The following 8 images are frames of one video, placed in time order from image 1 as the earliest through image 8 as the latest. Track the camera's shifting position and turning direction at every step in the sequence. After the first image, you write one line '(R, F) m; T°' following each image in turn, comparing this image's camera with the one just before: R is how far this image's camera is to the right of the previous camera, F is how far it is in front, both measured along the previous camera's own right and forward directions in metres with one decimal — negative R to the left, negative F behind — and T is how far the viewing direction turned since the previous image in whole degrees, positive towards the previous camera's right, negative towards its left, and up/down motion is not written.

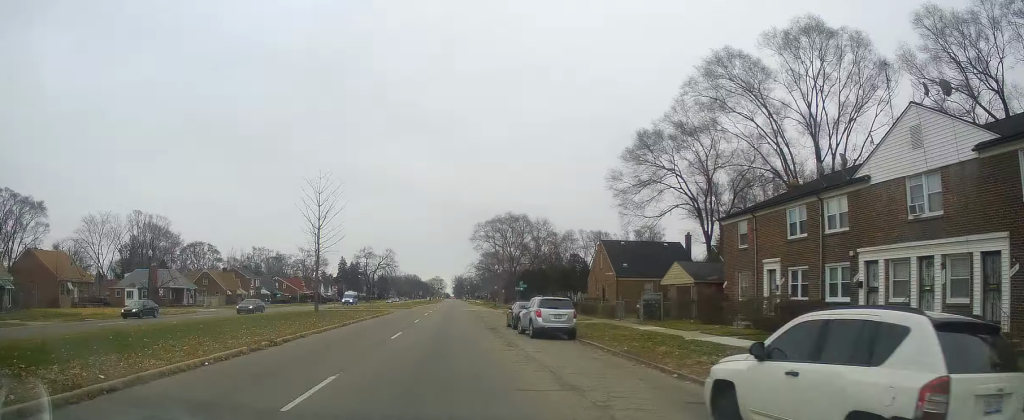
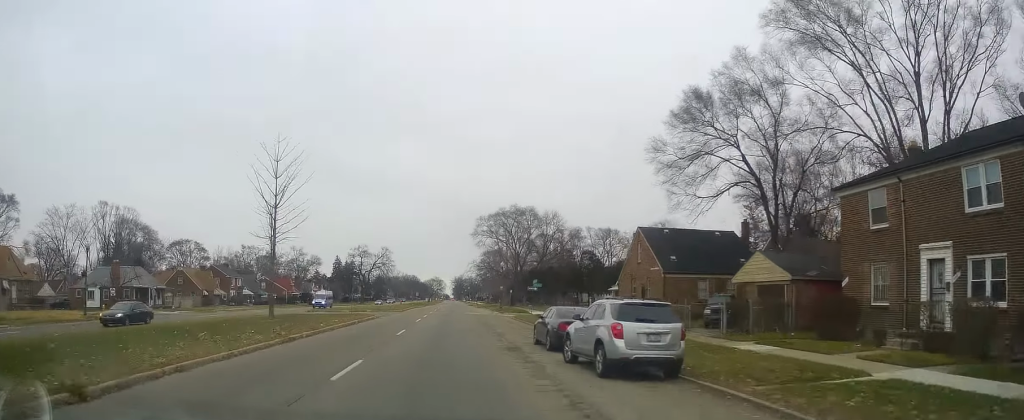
(0.0, +11.8) m; +1°
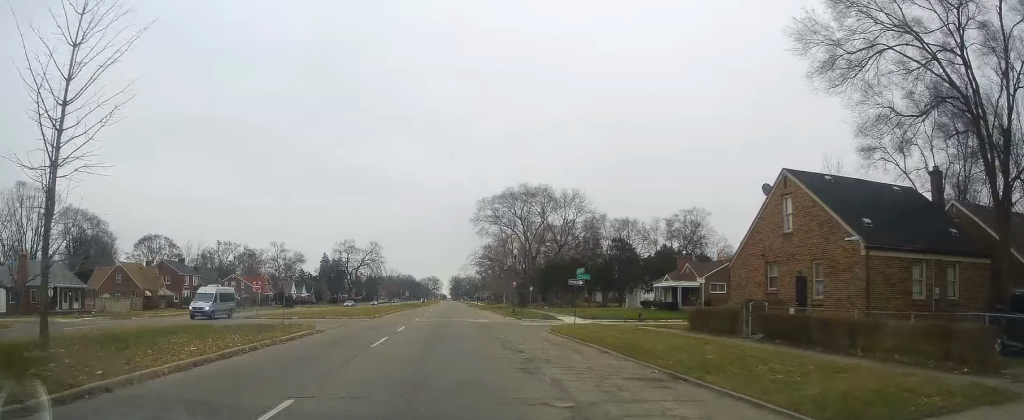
(+0.5, +21.1) m; 0°
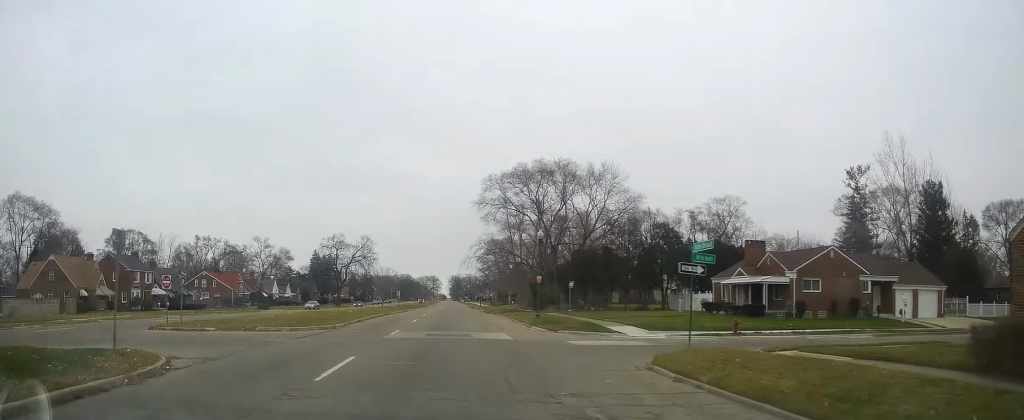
(-0.4, +17.4) m; 0°
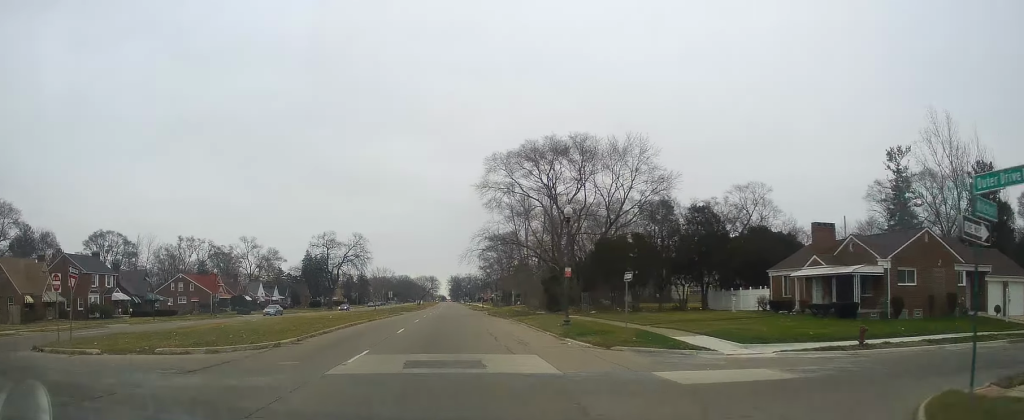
(+0.1, +11.3) m; +1°
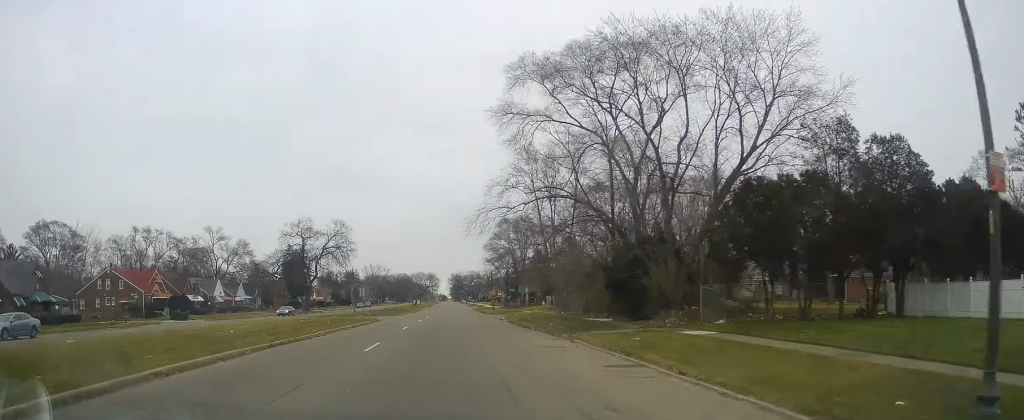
(+0.5, +27.2) m; +1°
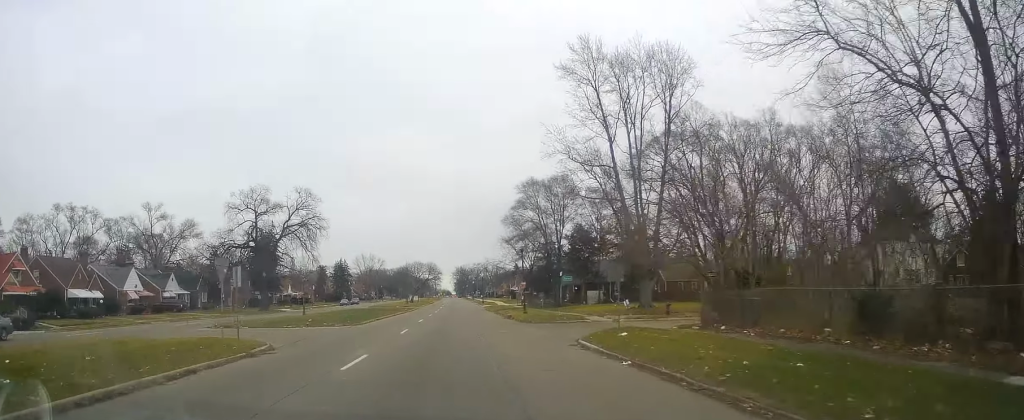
(-0.7, +34.9) m; -3°
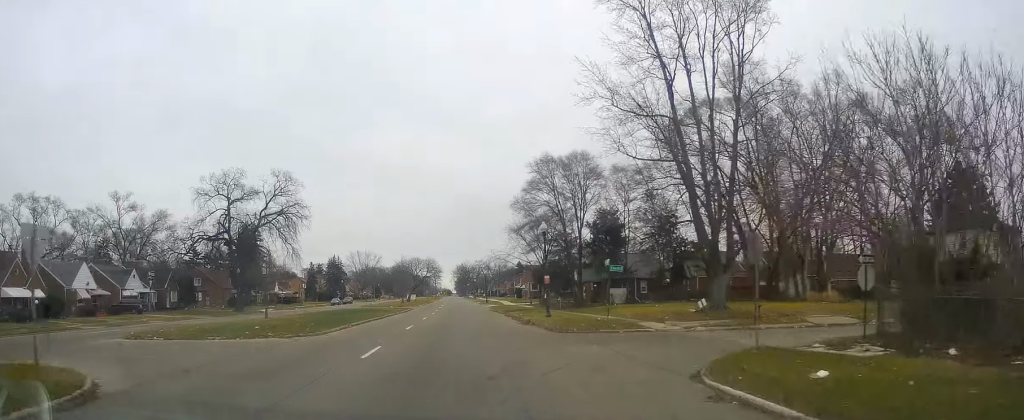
(-0.1, +12.7) m; 0°
